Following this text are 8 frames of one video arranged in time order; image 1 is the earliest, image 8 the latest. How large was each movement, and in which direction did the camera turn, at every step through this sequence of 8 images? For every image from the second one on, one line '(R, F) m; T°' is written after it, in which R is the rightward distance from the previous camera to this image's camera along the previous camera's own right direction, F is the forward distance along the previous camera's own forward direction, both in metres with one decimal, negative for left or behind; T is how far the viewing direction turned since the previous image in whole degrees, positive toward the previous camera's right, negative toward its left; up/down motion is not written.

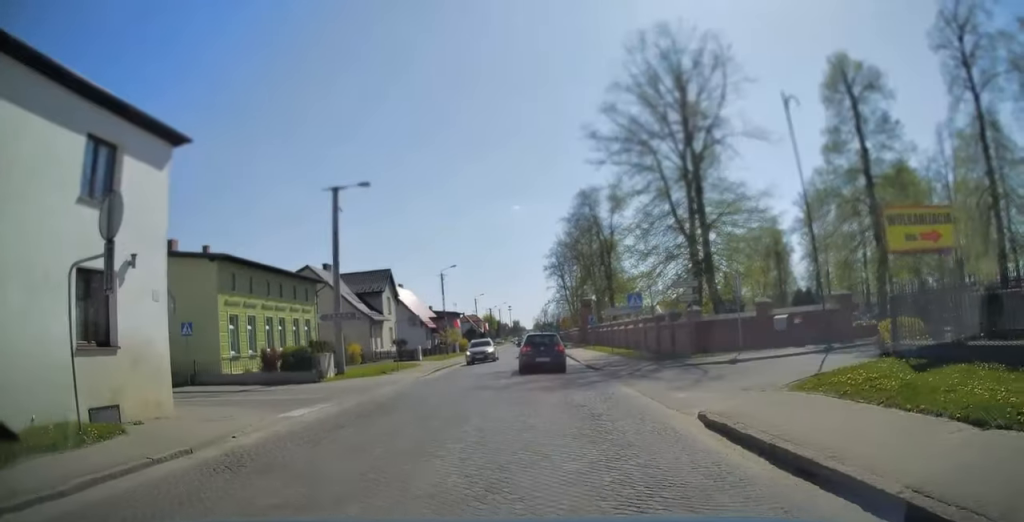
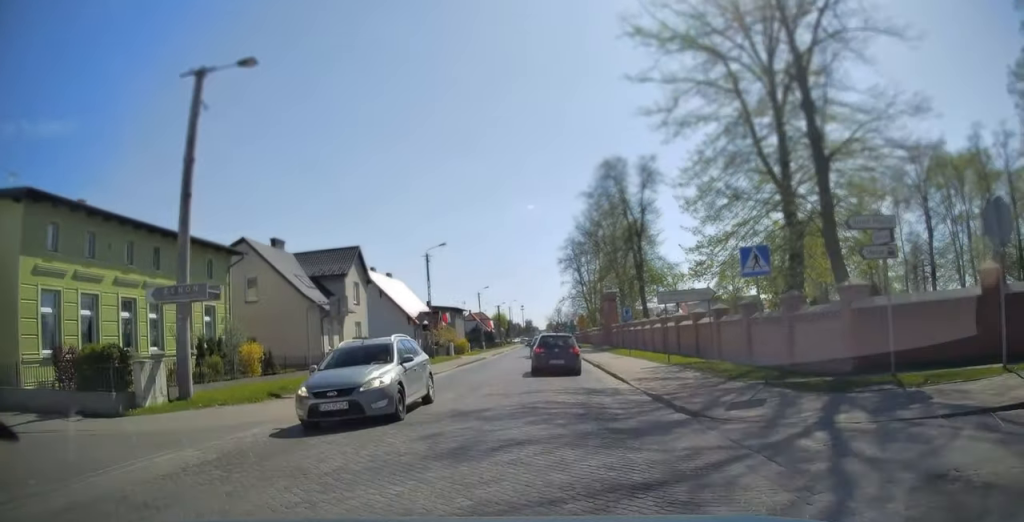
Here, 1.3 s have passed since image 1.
(0.0, +13.6) m; 0°
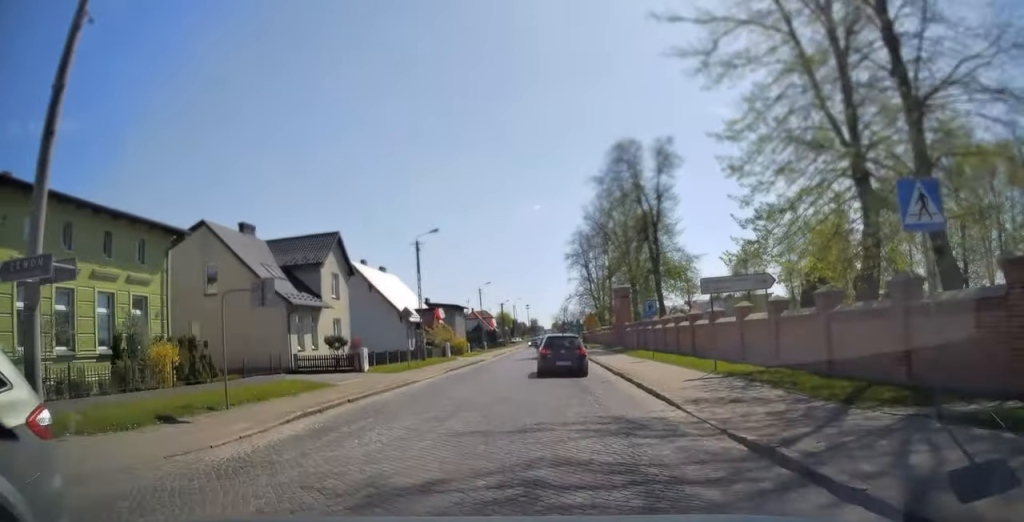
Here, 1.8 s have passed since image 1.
(0.0, +5.6) m; 0°
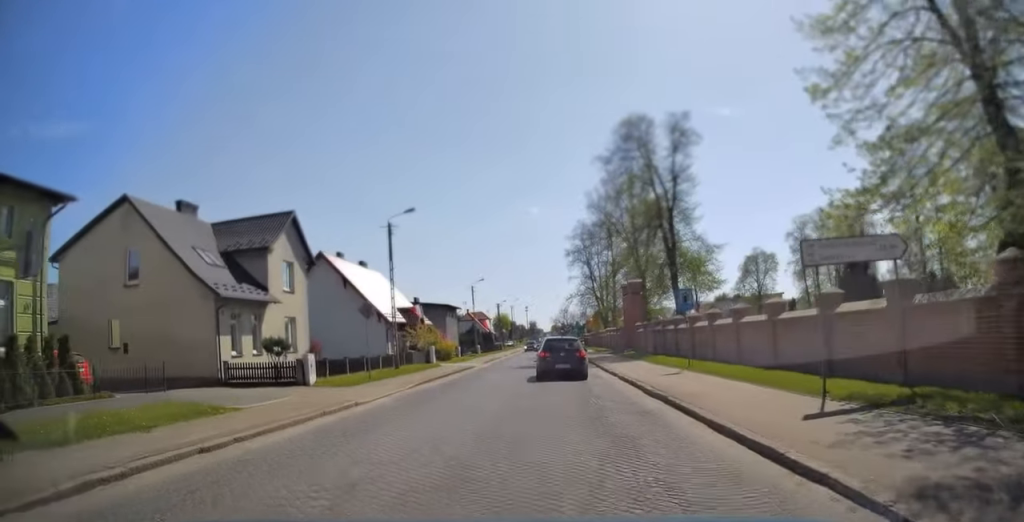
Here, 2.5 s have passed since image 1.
(0.0, +7.1) m; 0°
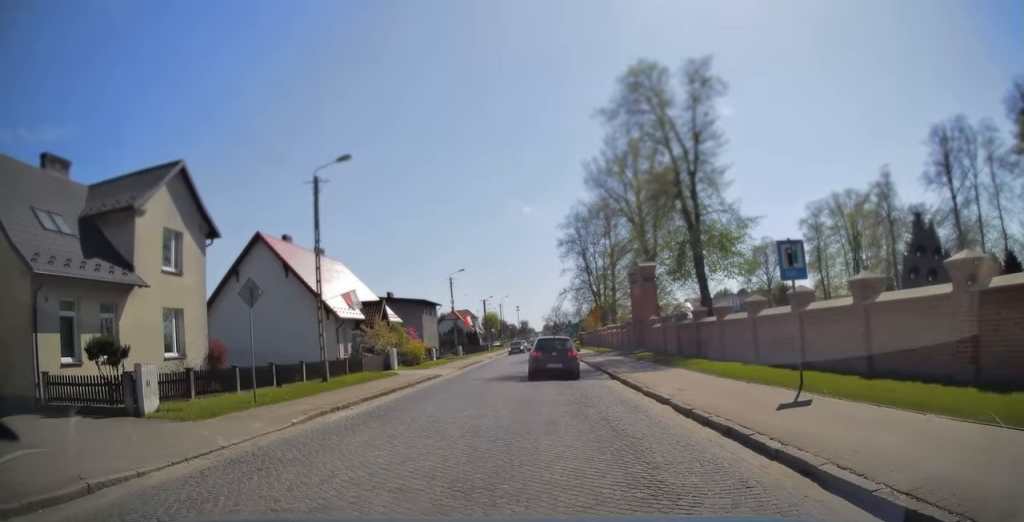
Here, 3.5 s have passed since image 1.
(-0.1, +10.0) m; +1°
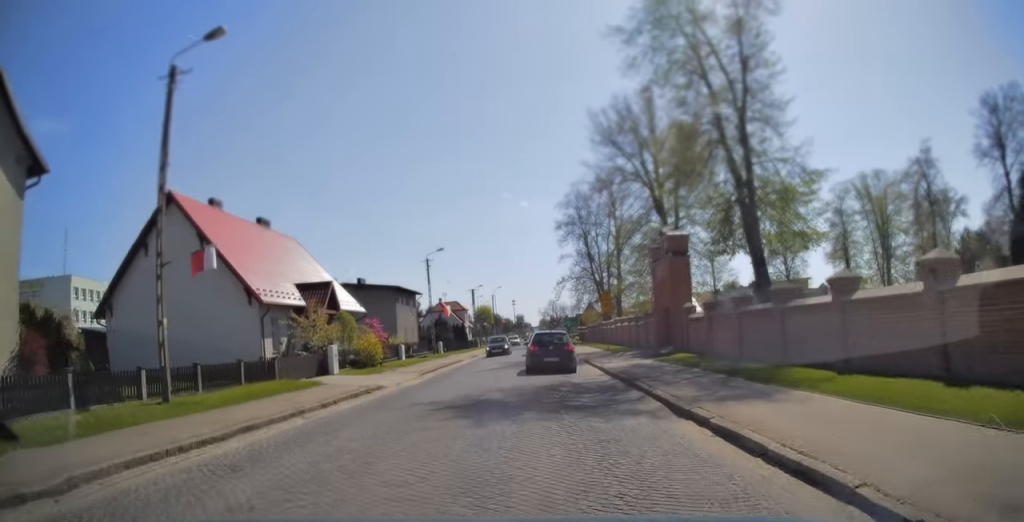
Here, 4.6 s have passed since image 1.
(+0.2, +10.2) m; +1°
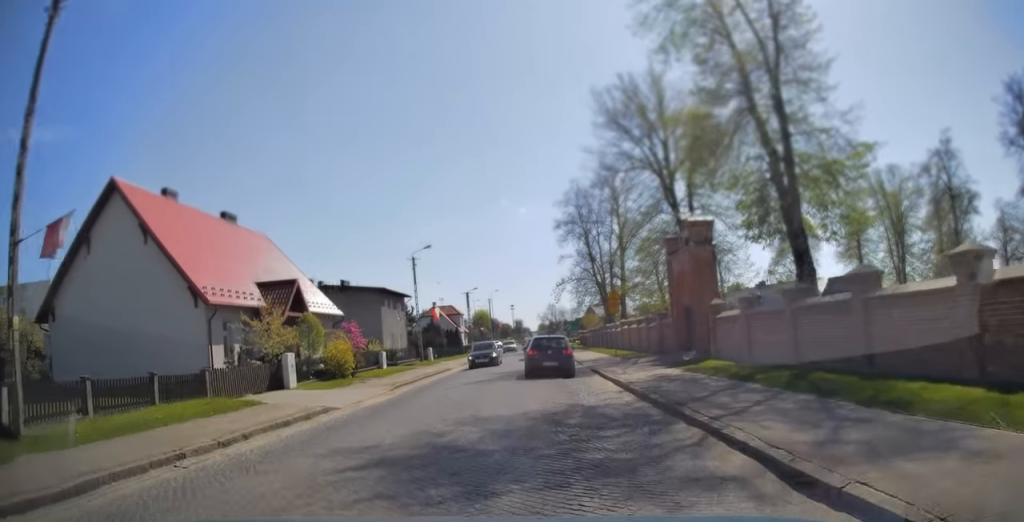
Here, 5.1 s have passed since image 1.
(+0.1, +4.8) m; 0°
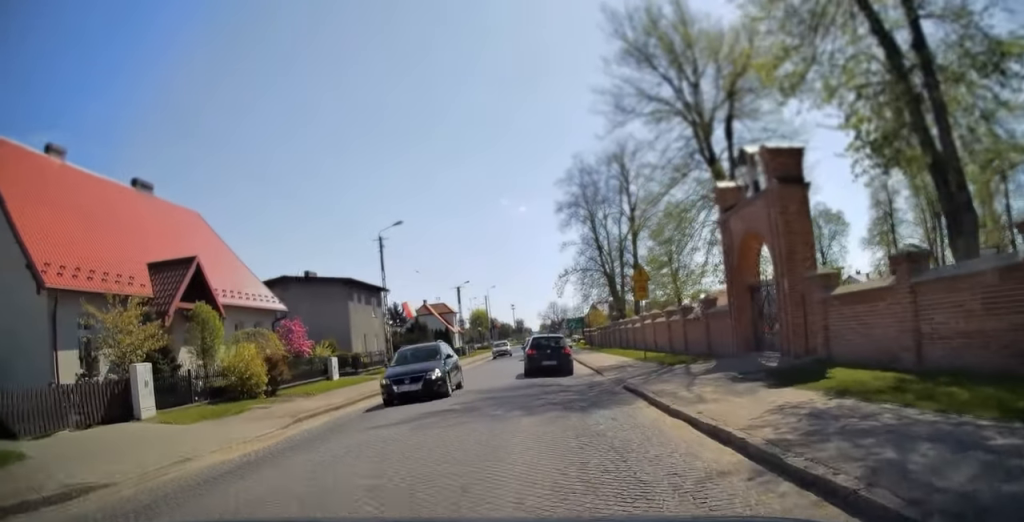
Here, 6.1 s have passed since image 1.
(-0.1, +9.2) m; -1°
